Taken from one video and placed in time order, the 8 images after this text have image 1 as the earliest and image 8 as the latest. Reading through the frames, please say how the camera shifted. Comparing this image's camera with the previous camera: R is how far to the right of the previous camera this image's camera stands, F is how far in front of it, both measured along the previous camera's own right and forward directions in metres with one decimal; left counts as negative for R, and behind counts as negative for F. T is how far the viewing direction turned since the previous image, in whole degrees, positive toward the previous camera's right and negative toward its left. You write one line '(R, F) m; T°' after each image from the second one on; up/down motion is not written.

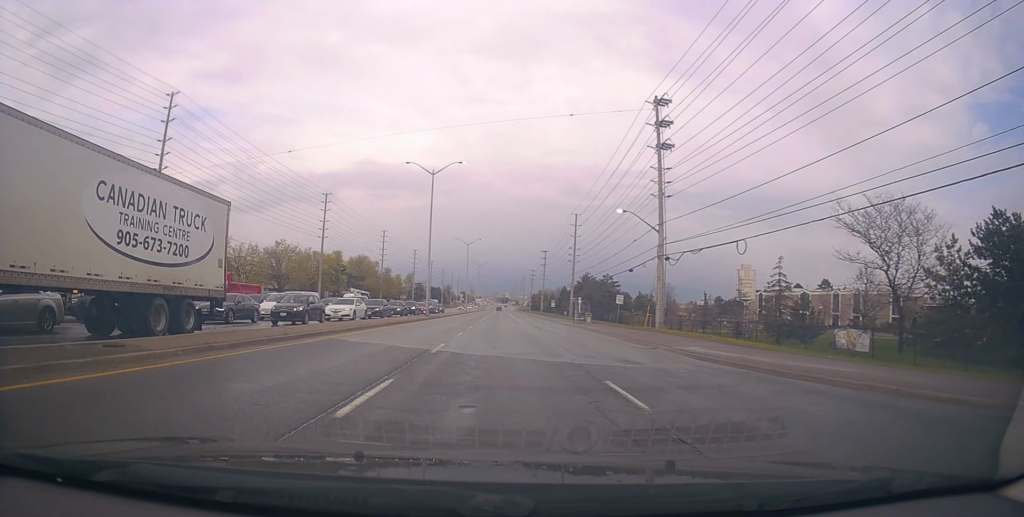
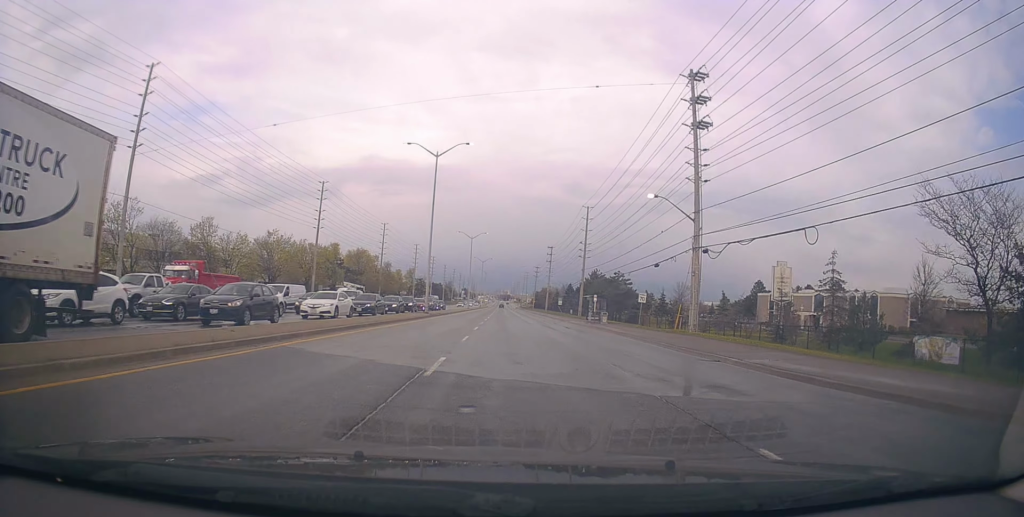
(-0.5, +5.5) m; -6°
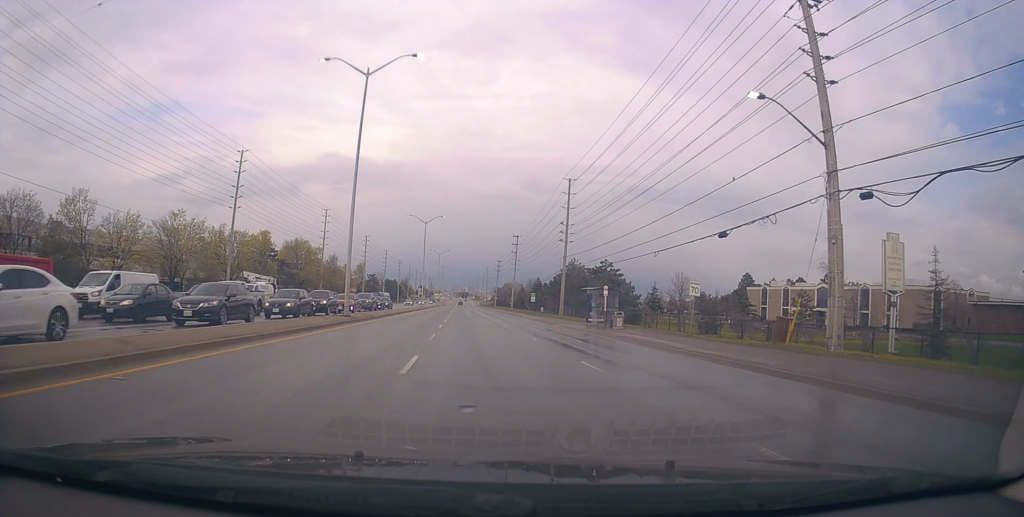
(-0.4, +17.5) m; +3°
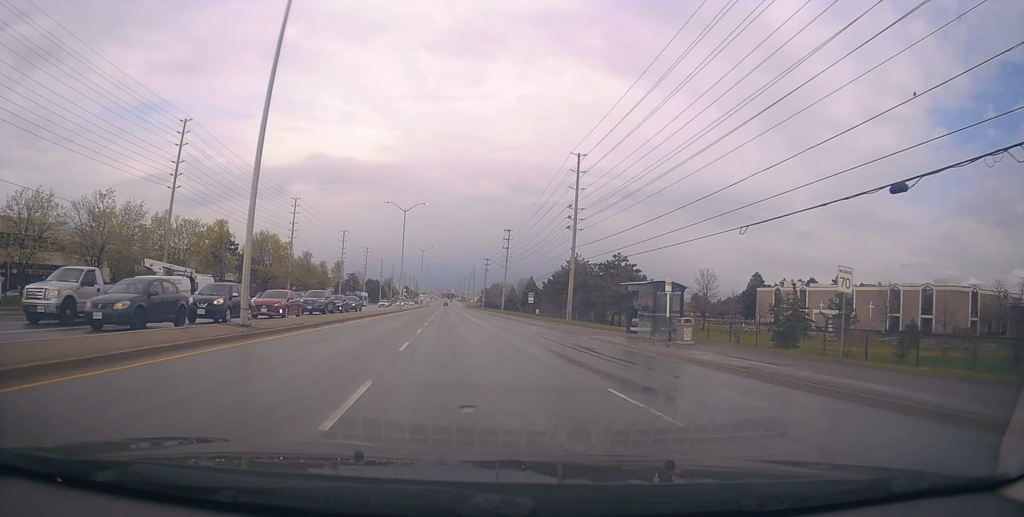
(+0.8, +13.2) m; +2°
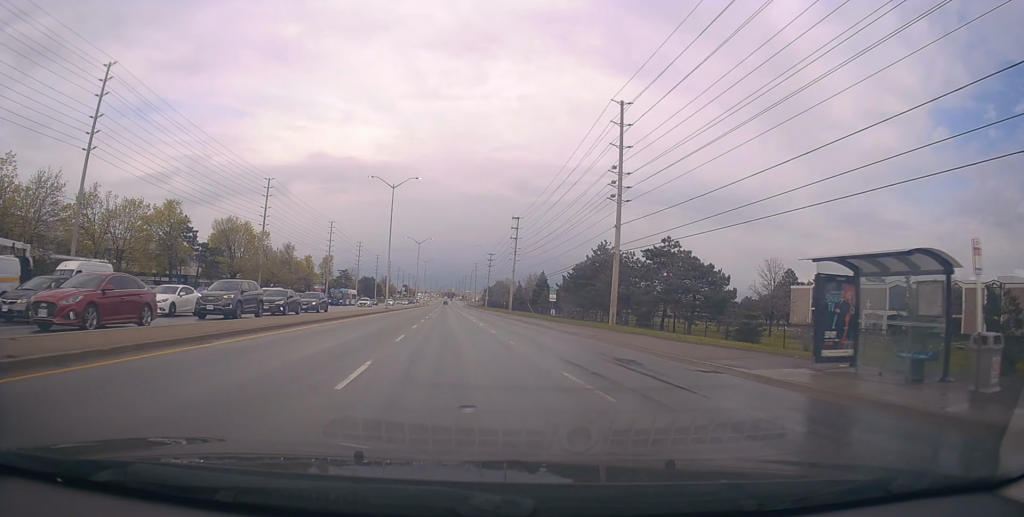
(-0.4, +15.3) m; -2°
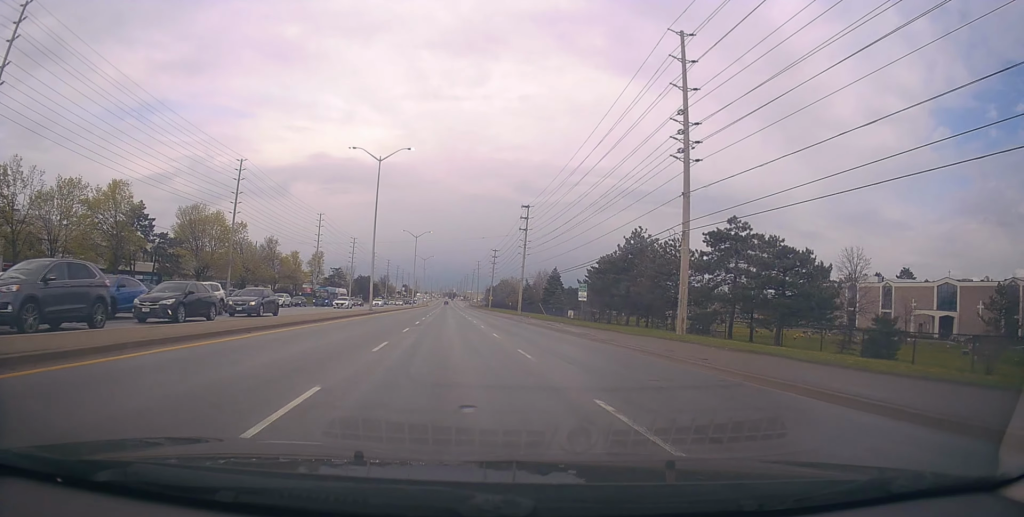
(-0.1, +12.6) m; +1°
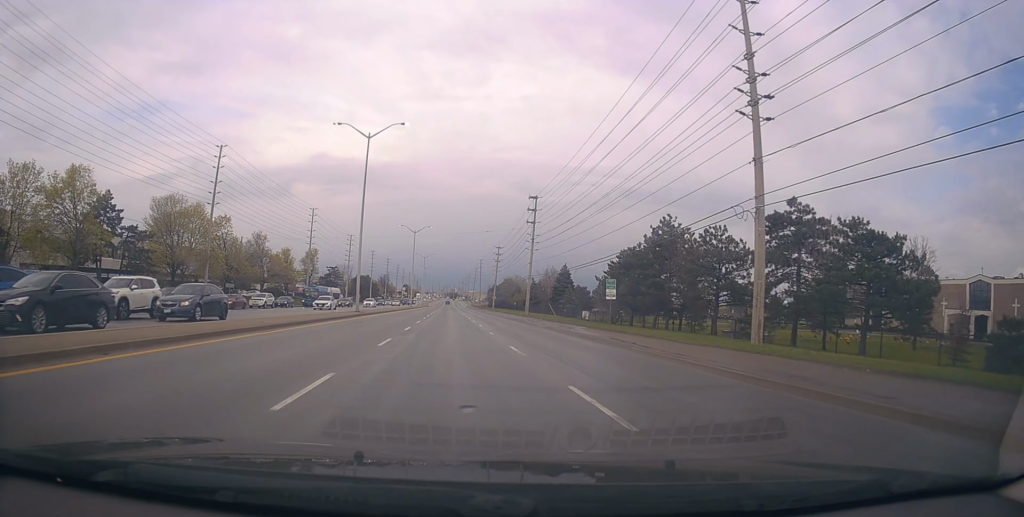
(+0.2, +7.5) m; -1°
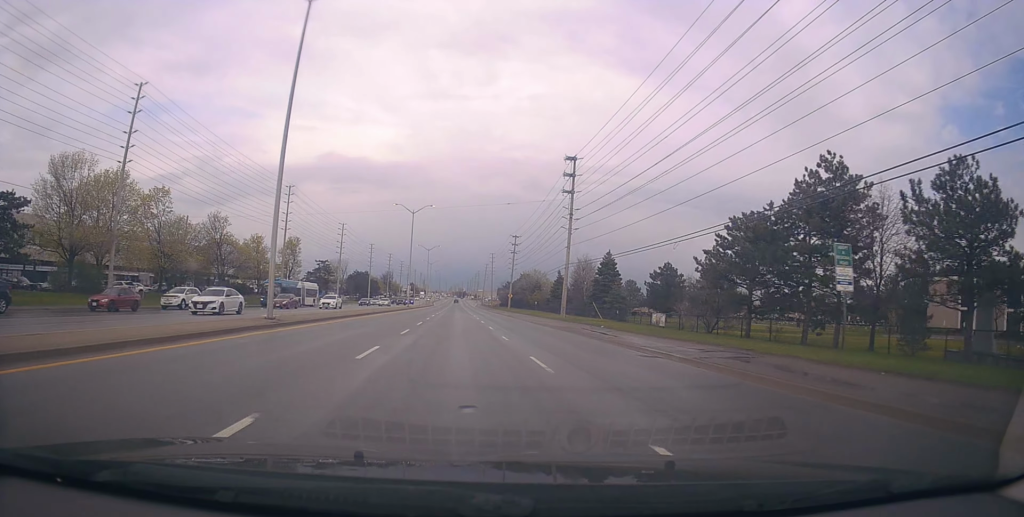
(-1.0, +21.4) m; -2°
